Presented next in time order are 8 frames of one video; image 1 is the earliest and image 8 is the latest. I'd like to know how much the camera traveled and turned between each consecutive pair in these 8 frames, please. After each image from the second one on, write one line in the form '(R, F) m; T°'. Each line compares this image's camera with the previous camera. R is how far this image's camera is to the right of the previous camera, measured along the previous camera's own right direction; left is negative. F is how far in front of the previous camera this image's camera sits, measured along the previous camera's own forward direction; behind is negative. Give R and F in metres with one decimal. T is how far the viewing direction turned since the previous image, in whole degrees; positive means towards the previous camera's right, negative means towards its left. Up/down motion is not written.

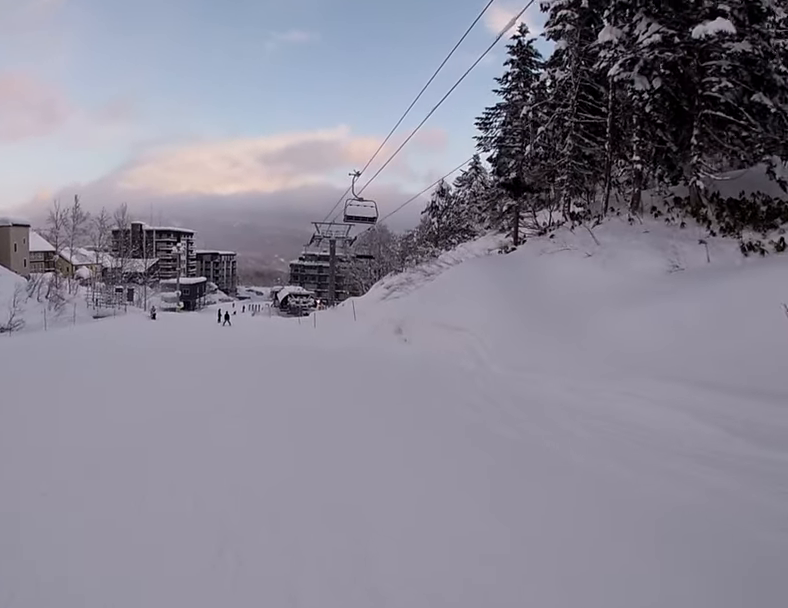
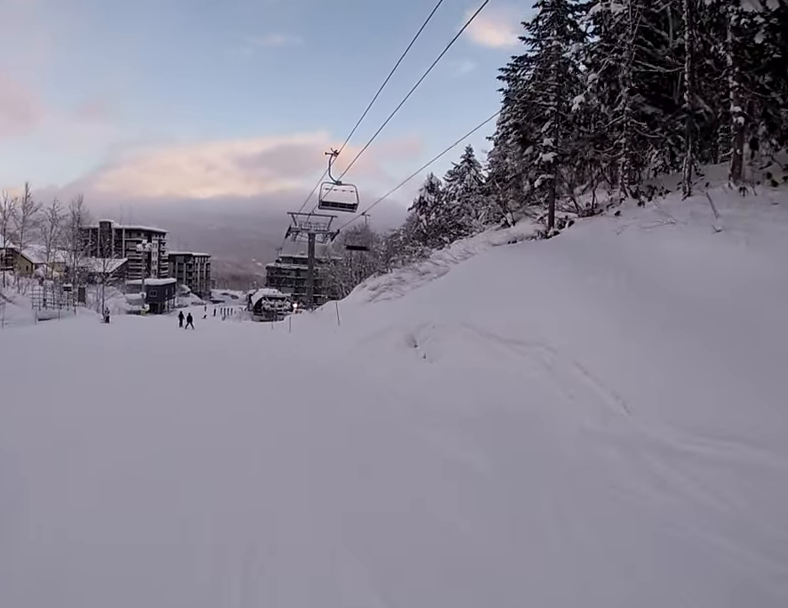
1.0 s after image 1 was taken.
(+0.1, +7.9) m; +2°
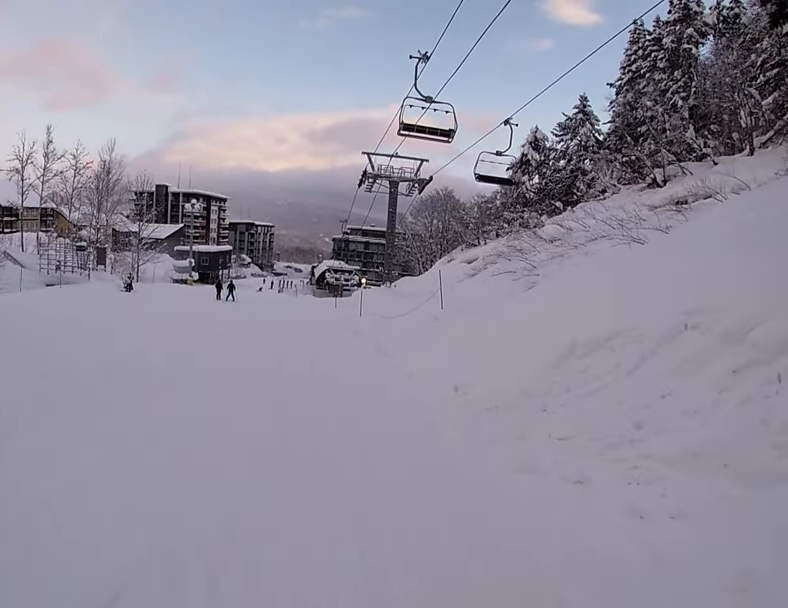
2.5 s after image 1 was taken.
(-0.1, +12.9) m; -9°
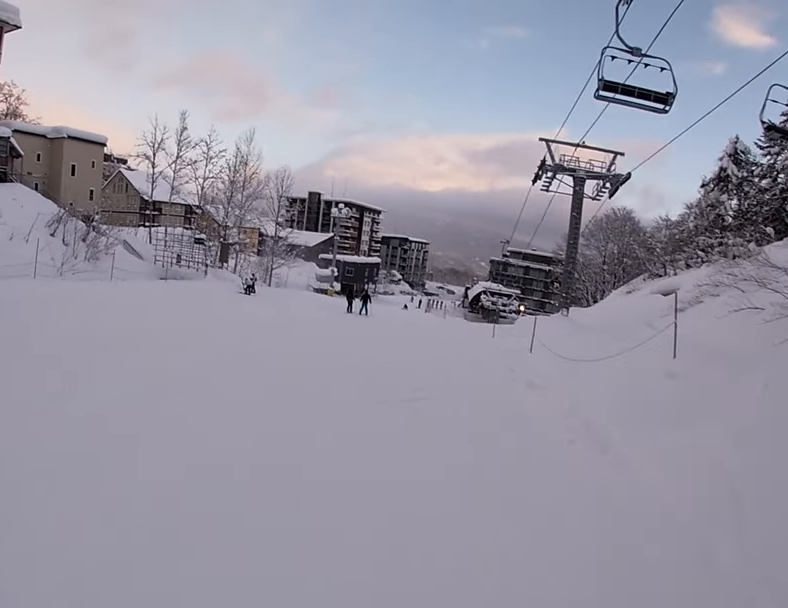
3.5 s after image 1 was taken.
(-1.0, +7.5) m; -8°
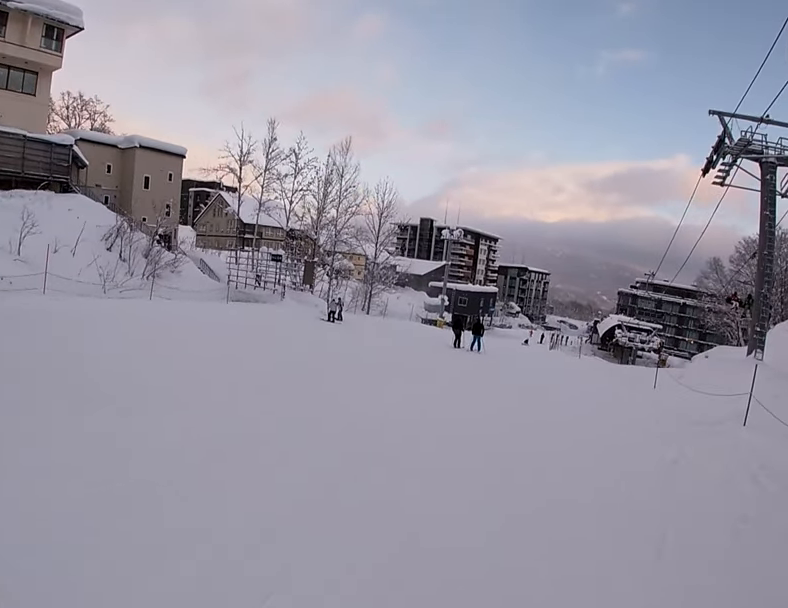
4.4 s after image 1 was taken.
(0.0, +7.4) m; -3°
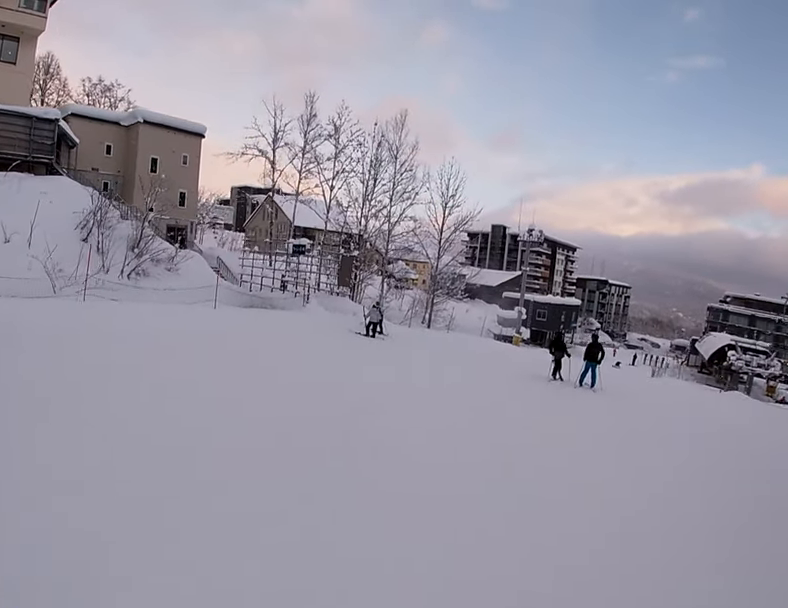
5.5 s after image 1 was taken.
(-0.6, +8.6) m; -12°
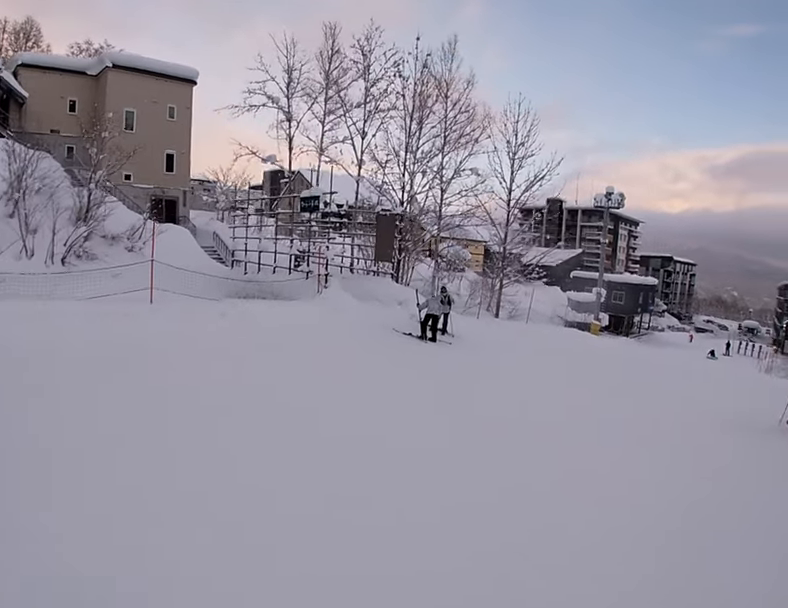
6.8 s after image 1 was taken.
(-1.1, +7.7) m; -9°
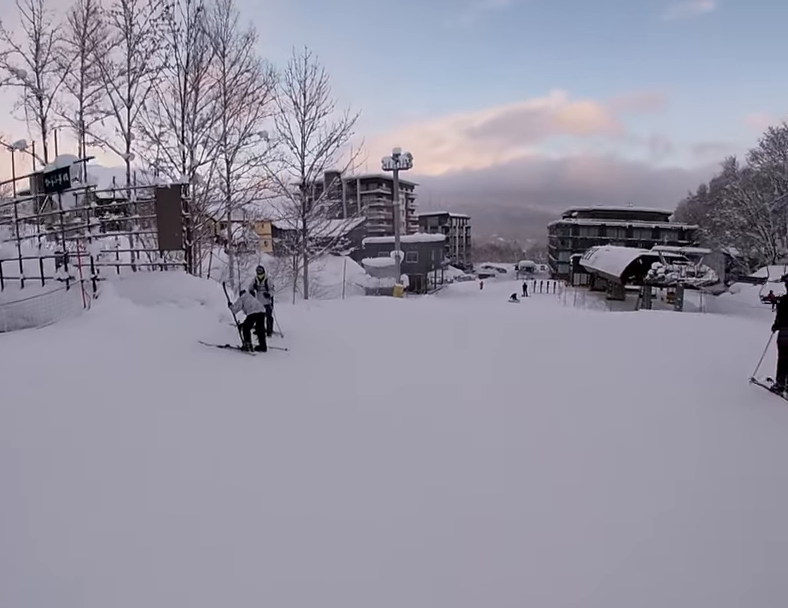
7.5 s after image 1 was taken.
(0.0, +4.0) m; +3°
